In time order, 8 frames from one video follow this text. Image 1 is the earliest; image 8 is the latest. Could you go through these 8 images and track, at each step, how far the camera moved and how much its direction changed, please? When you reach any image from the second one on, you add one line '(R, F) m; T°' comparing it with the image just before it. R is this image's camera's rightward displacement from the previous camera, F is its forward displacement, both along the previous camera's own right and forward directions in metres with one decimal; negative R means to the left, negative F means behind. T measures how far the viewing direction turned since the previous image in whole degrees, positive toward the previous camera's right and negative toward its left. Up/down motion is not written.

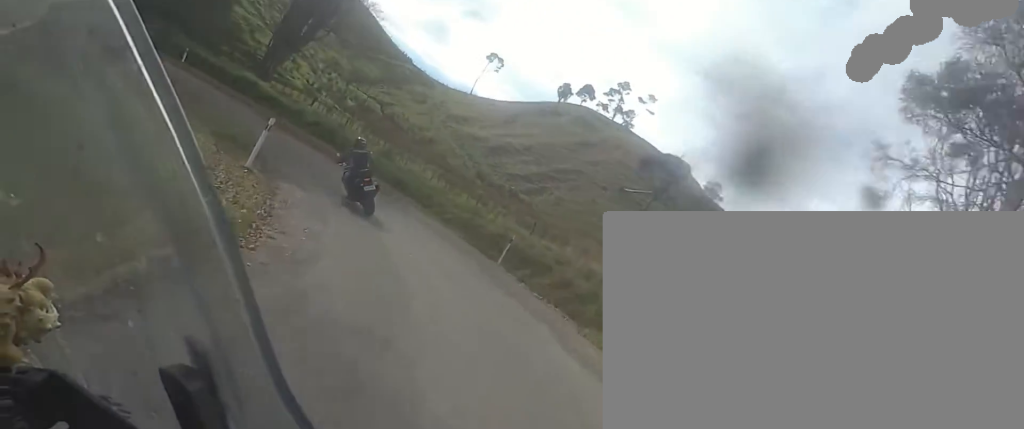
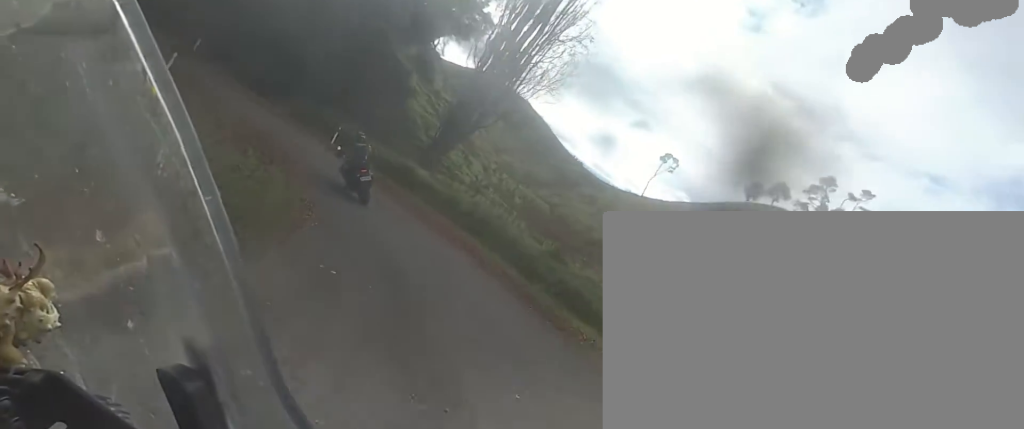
(-0.9, +10.4) m; -14°
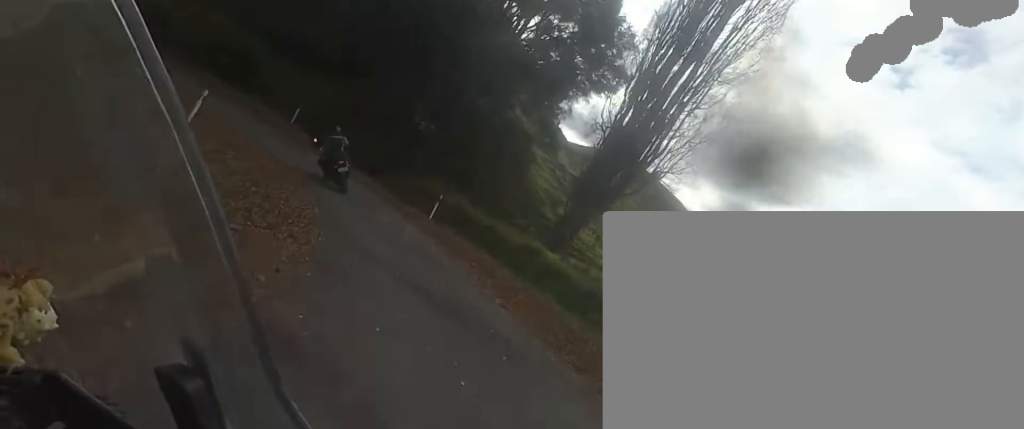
(-1.1, +9.1) m; -15°
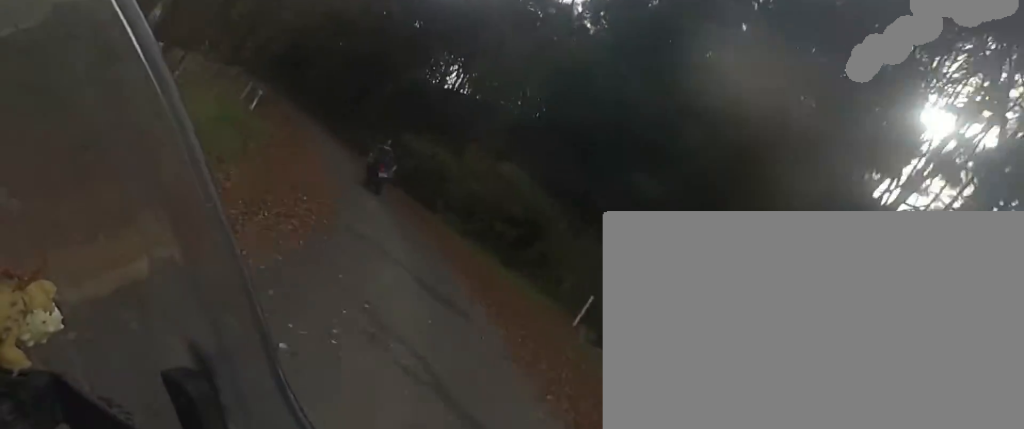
(-3.2, +15.3) m; -25°
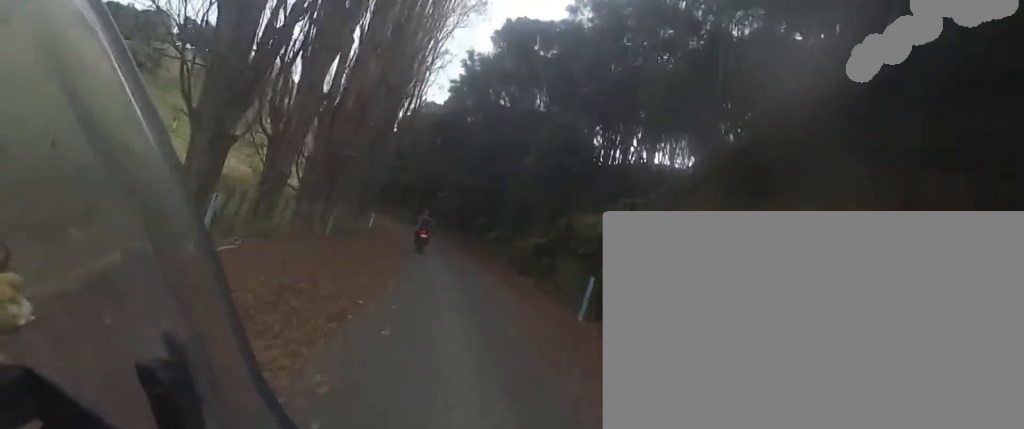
(-3.2, +12.4) m; -32°
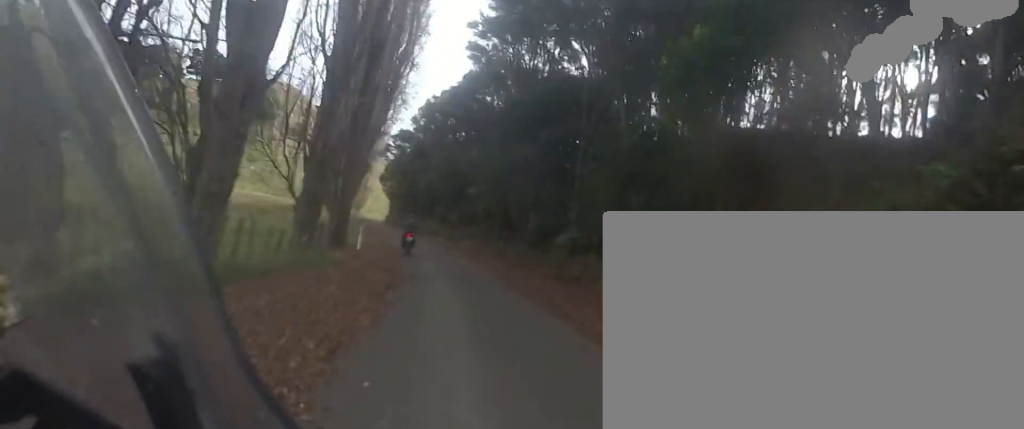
(-2.4, +11.0) m; -17°
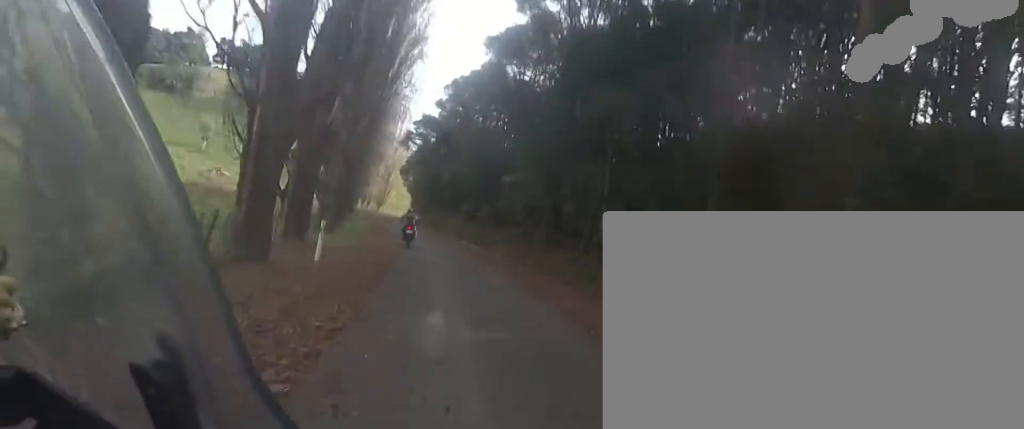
(-0.7, +8.2) m; -6°
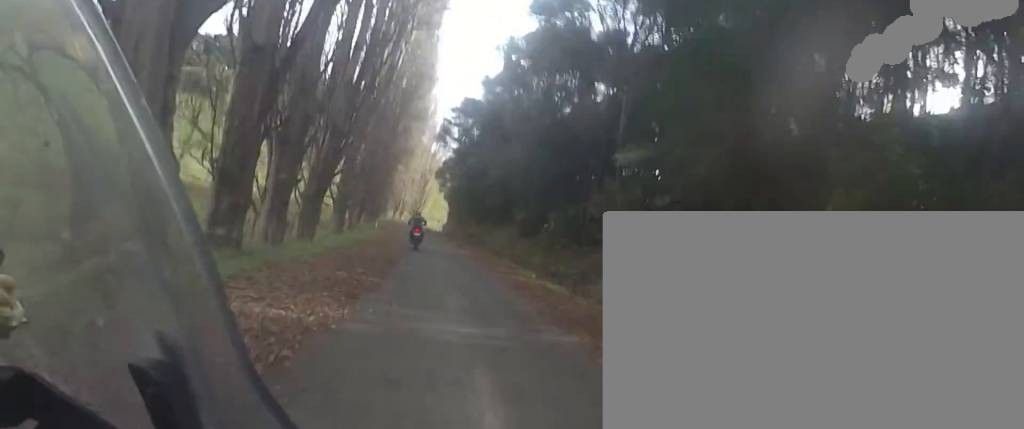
(-0.8, +13.9) m; -6°
